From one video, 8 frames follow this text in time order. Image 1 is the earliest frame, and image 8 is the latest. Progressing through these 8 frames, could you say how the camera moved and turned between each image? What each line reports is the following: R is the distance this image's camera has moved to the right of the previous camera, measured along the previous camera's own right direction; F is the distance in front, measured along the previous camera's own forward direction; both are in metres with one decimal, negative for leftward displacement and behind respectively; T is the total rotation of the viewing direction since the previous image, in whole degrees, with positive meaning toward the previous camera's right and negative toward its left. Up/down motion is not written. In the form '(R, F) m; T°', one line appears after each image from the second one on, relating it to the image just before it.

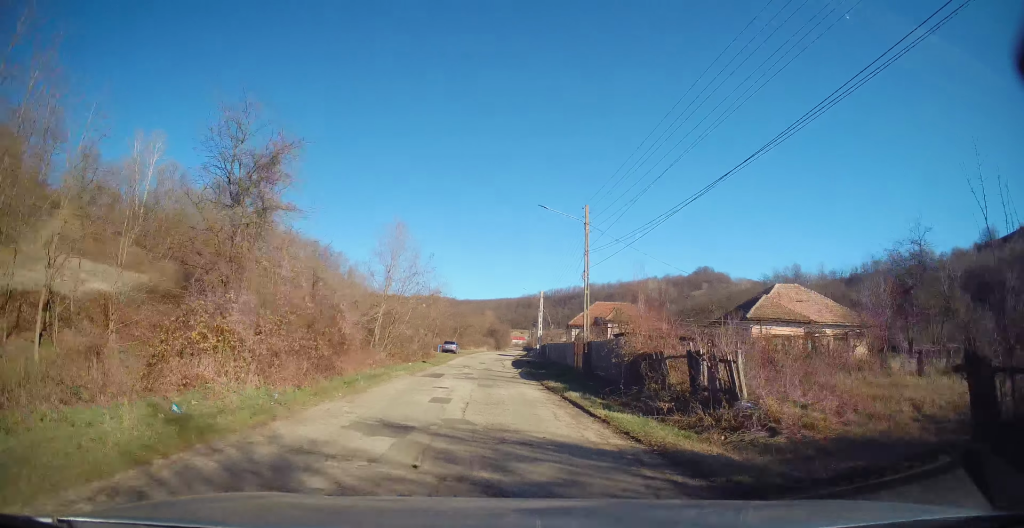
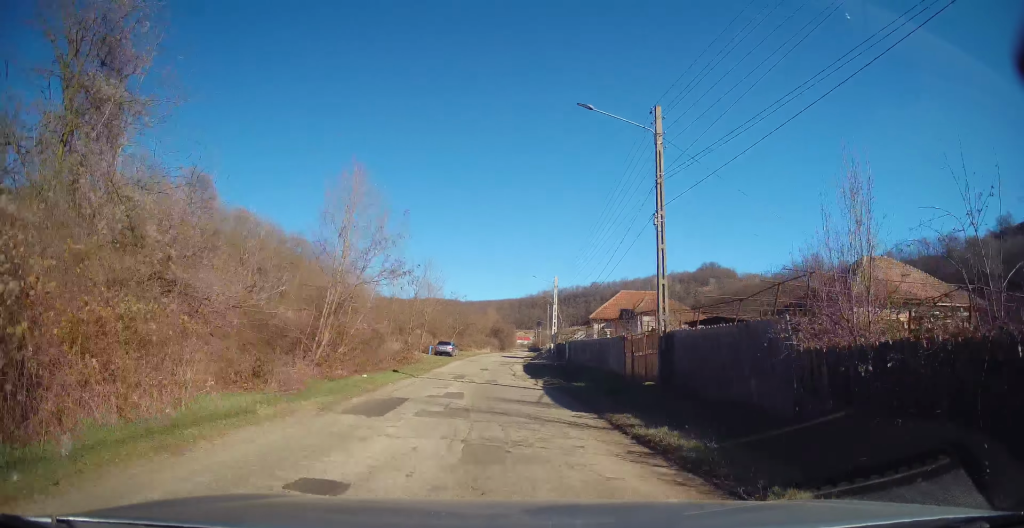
(+0.3, +11.3) m; +1°
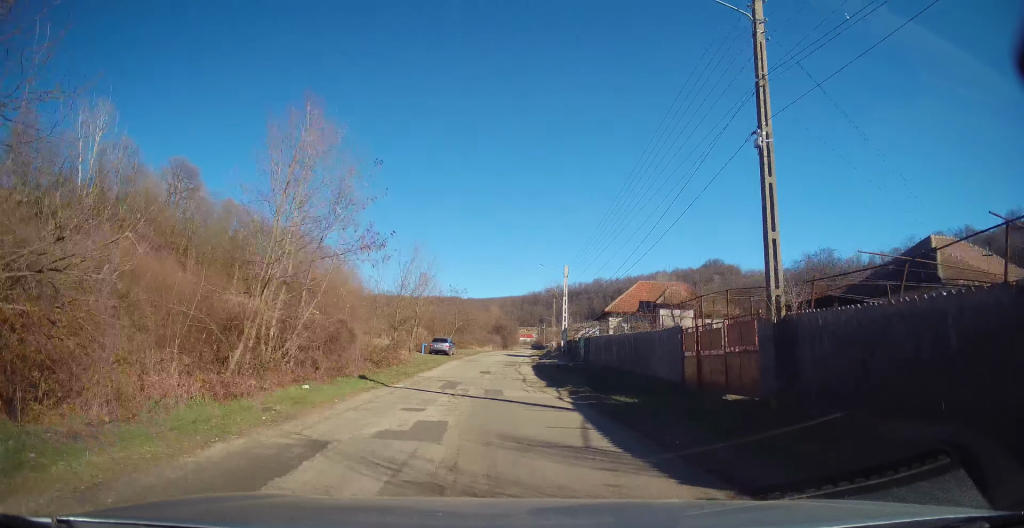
(-0.2, +6.2) m; -1°
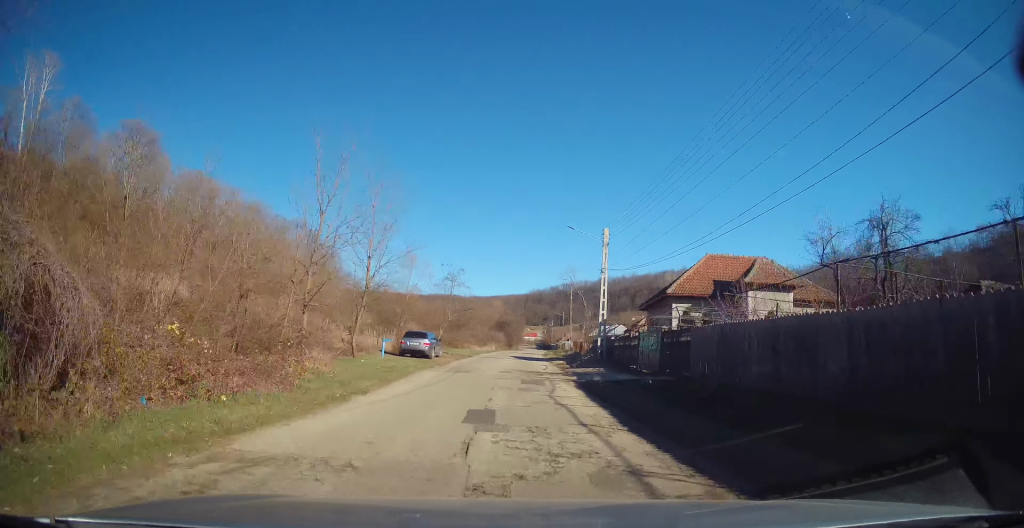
(-0.4, +15.7) m; -2°
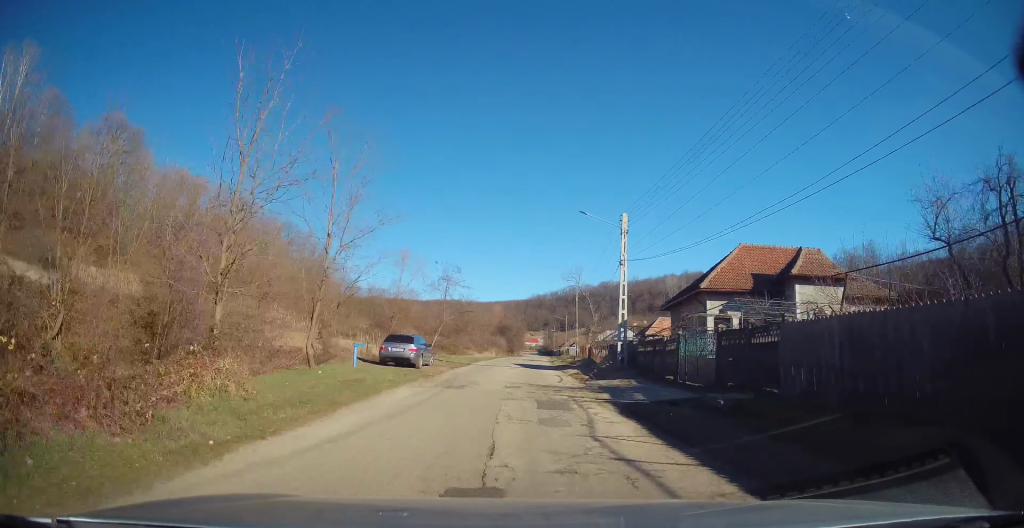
(-0.3, +5.2) m; +1°
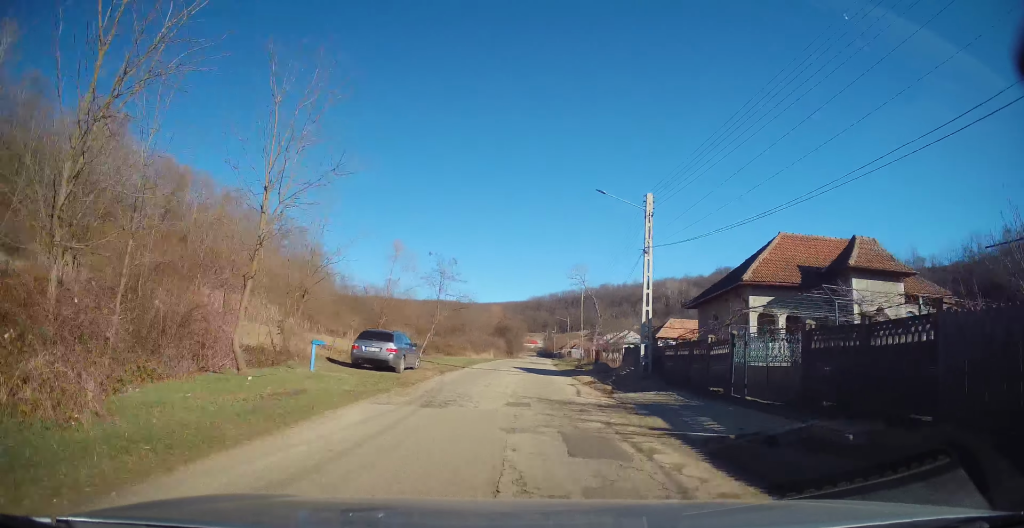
(+0.2, +4.5) m; +1°
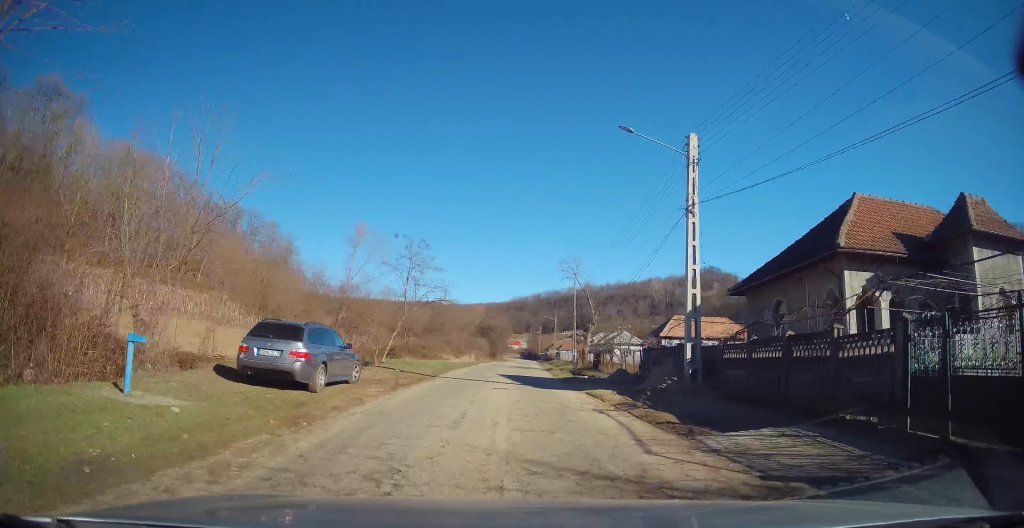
(+0.5, +7.4) m; +2°
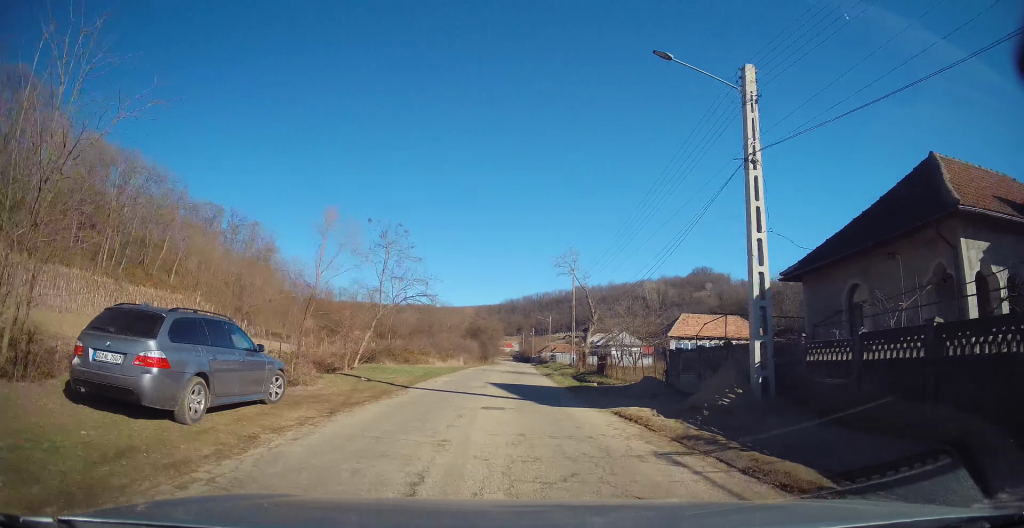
(-0.2, +4.8) m; -1°
